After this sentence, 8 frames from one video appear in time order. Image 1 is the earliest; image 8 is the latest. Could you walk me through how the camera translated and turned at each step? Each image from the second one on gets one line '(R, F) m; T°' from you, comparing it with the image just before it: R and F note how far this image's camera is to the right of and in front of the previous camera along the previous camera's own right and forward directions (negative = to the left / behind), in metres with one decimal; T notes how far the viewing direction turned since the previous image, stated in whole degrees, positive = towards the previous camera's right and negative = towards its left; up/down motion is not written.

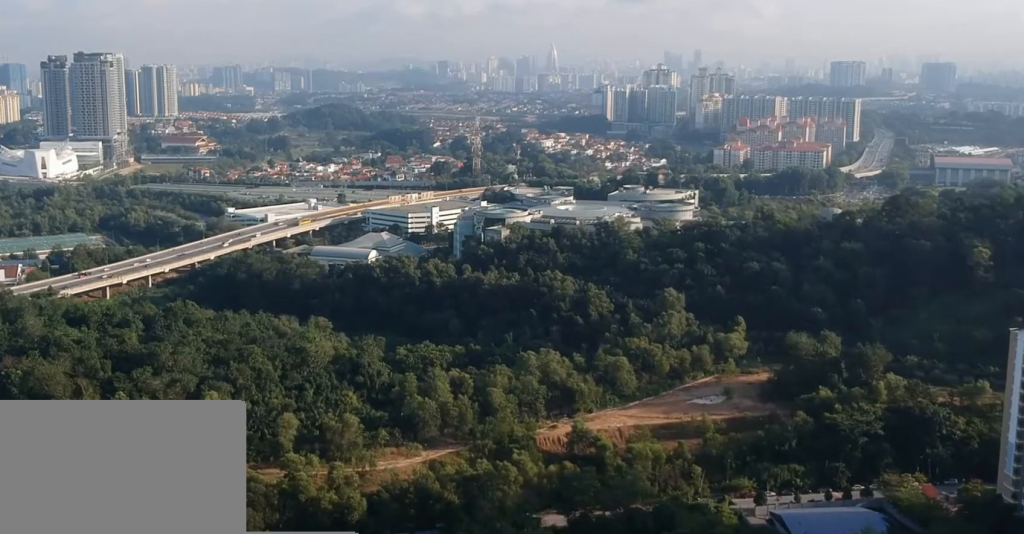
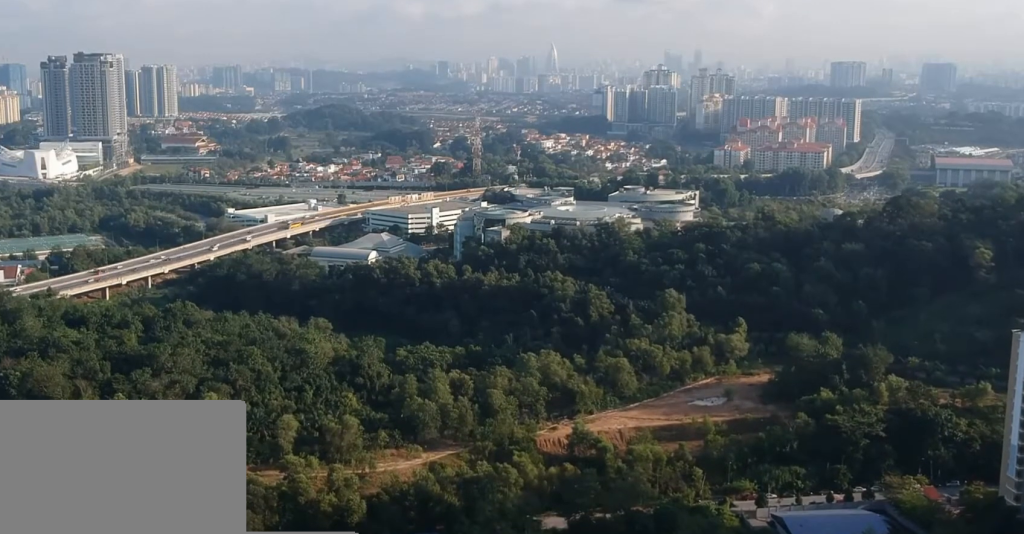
(0.0, +1.1) m; 0°
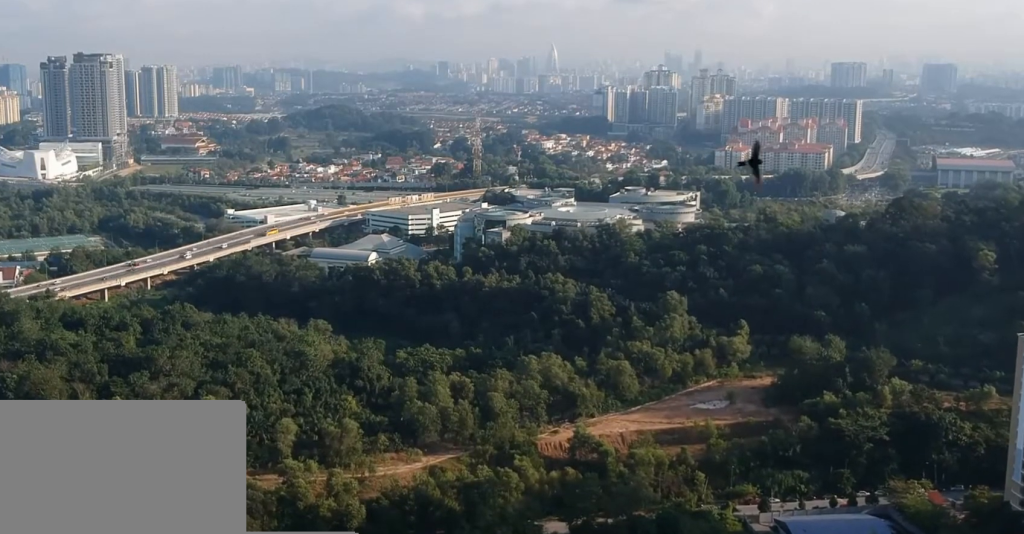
(0.0, +2.4) m; +1°
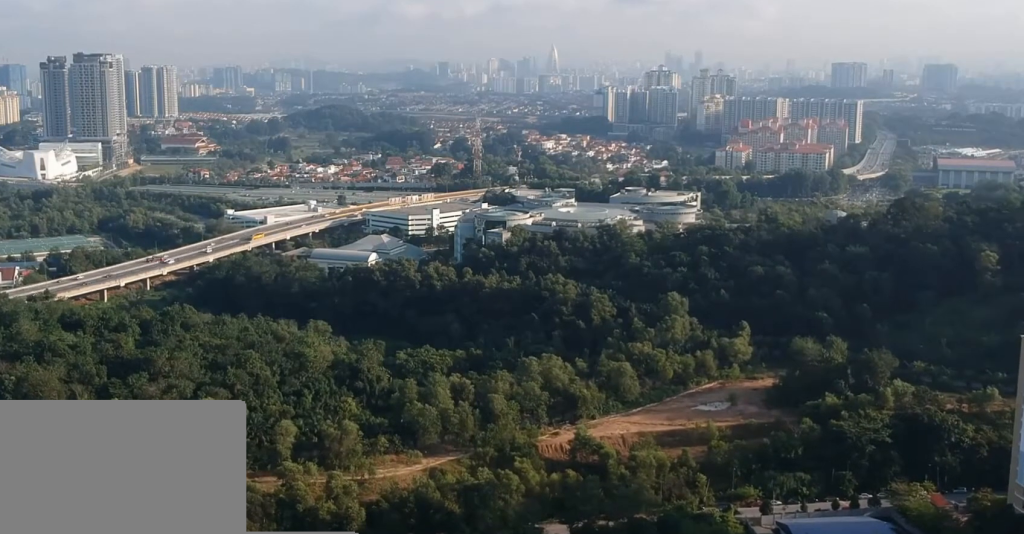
(0.0, +1.5) m; 0°
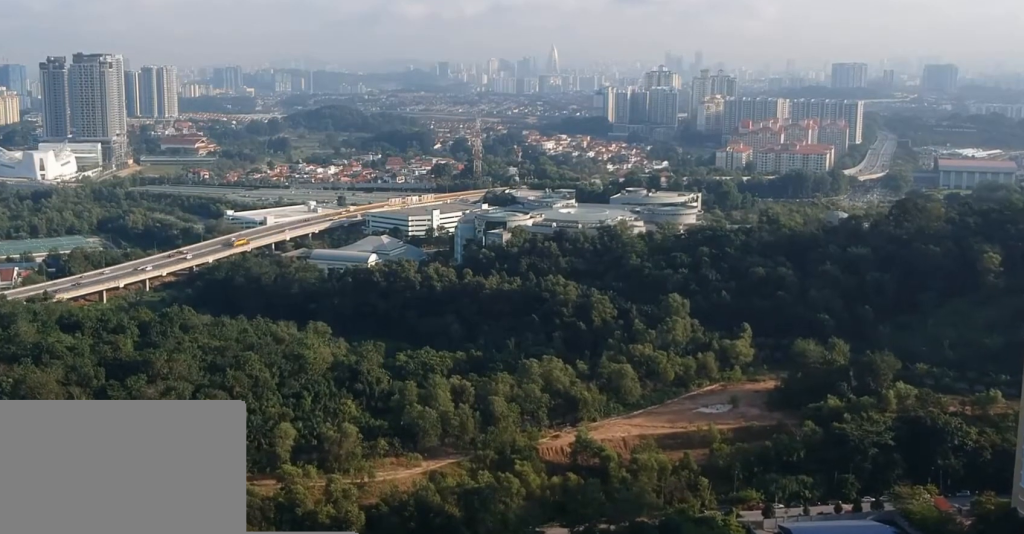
(0.0, +1.9) m; 0°
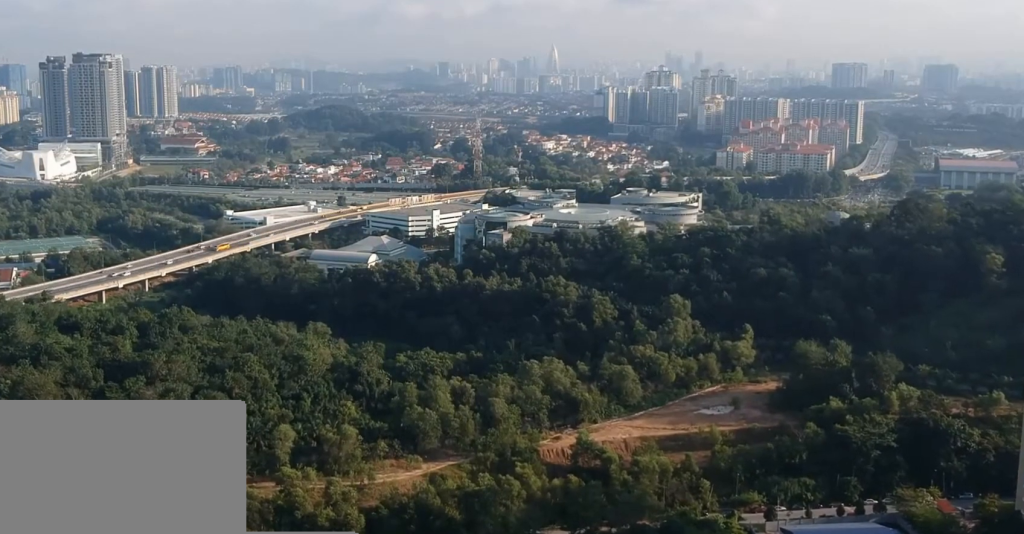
(0.0, +1.7) m; 0°
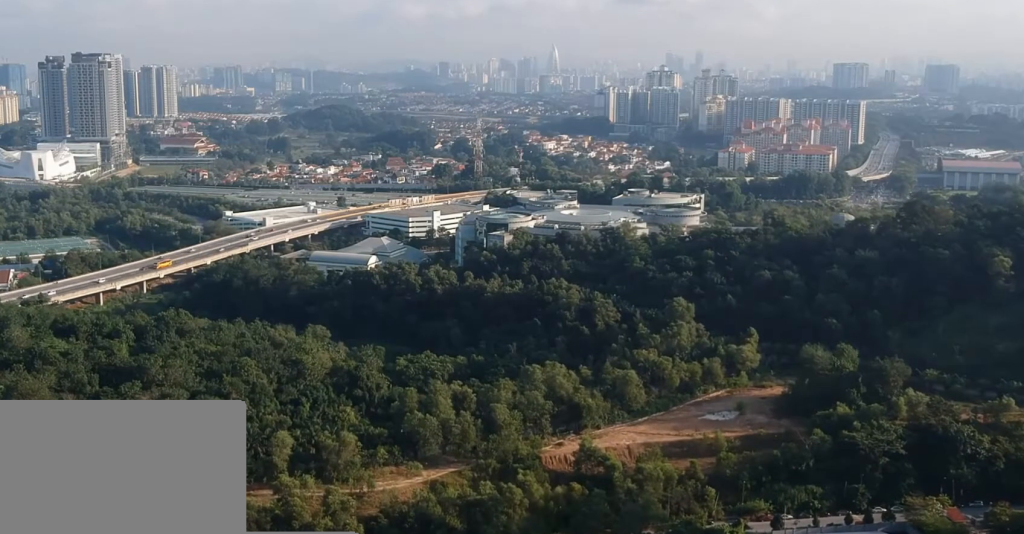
(0.0, +5.2) m; 0°
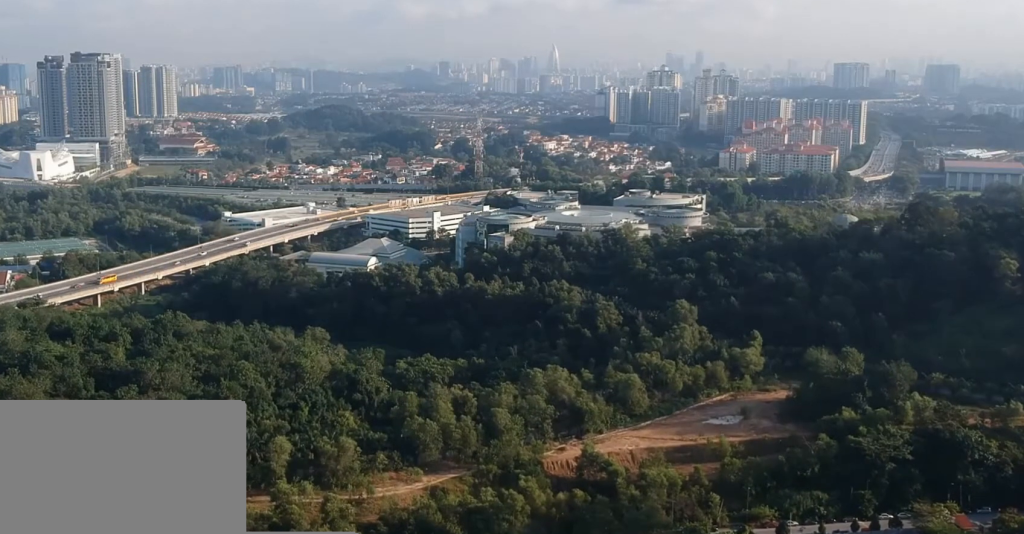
(0.0, +4.2) m; +1°
